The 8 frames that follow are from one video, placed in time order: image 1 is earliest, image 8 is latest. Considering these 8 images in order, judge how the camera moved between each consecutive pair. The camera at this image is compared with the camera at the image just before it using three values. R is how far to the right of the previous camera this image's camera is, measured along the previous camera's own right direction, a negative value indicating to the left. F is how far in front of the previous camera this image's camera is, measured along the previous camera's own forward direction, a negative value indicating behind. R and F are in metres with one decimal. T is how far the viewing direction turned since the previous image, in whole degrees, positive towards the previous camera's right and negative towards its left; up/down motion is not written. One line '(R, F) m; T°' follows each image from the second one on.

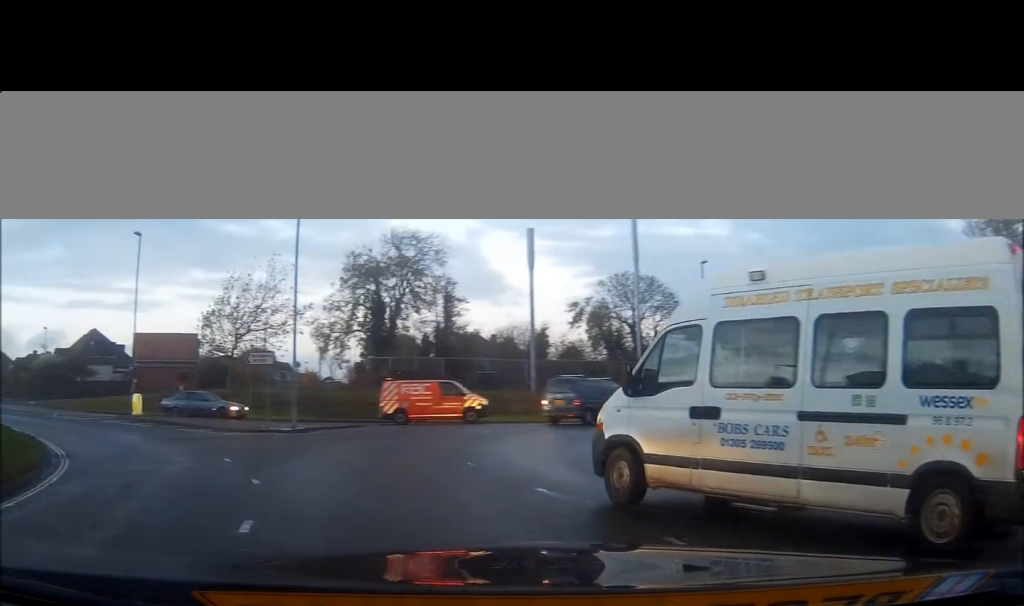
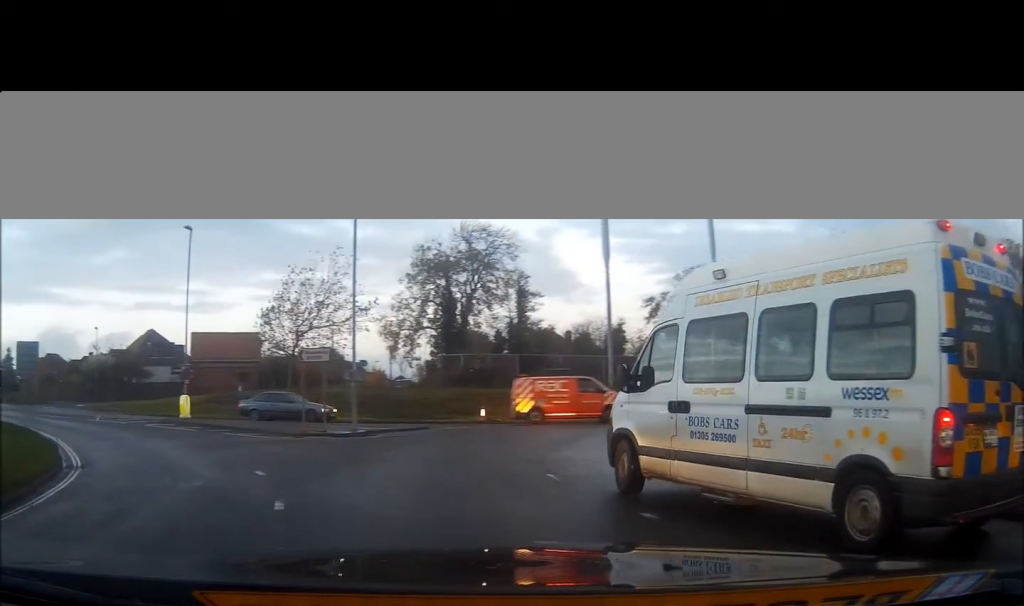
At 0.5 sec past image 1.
(-0.1, +2.1) m; -3°
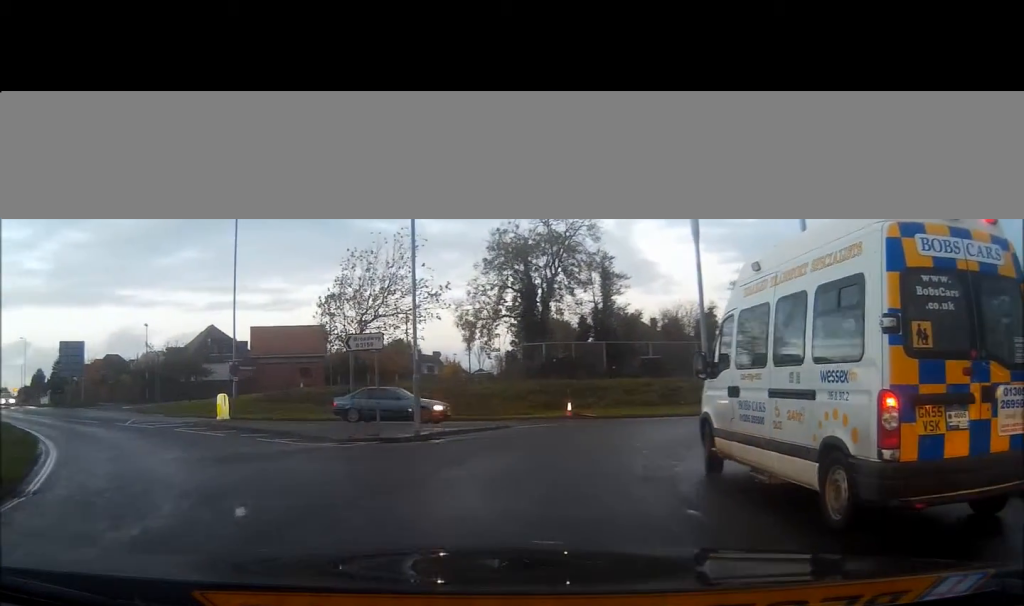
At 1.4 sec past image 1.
(-0.2, +3.7) m; -4°
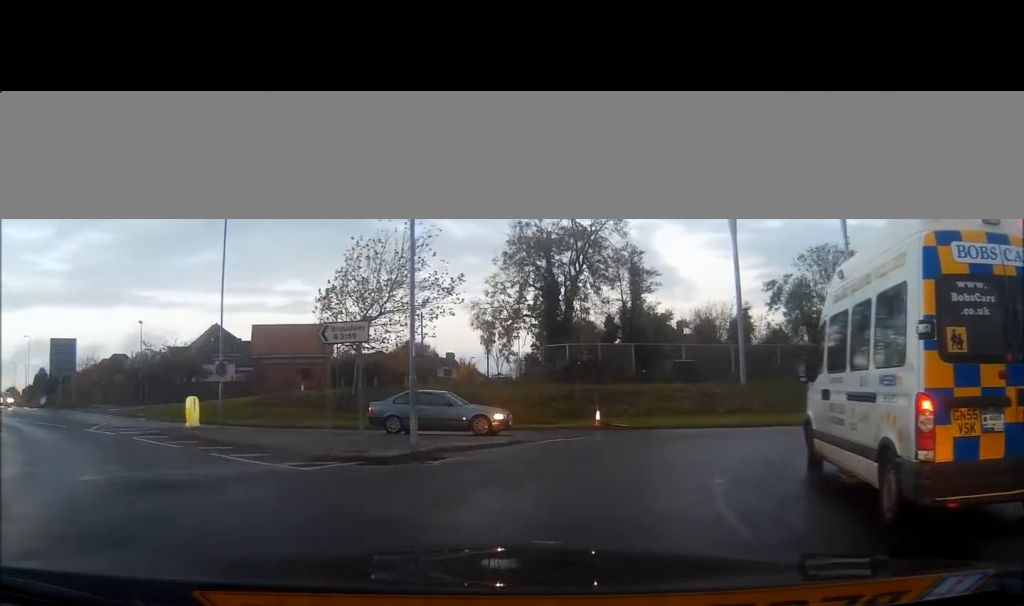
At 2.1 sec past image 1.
(-0.1, +3.7) m; 0°
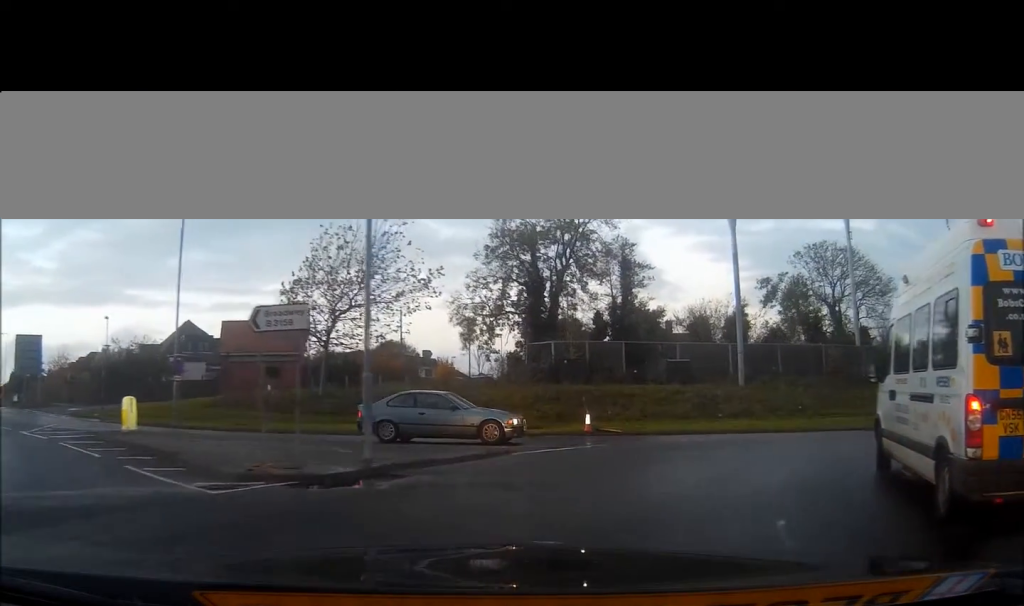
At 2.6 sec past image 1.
(+0.1, +2.8) m; +3°
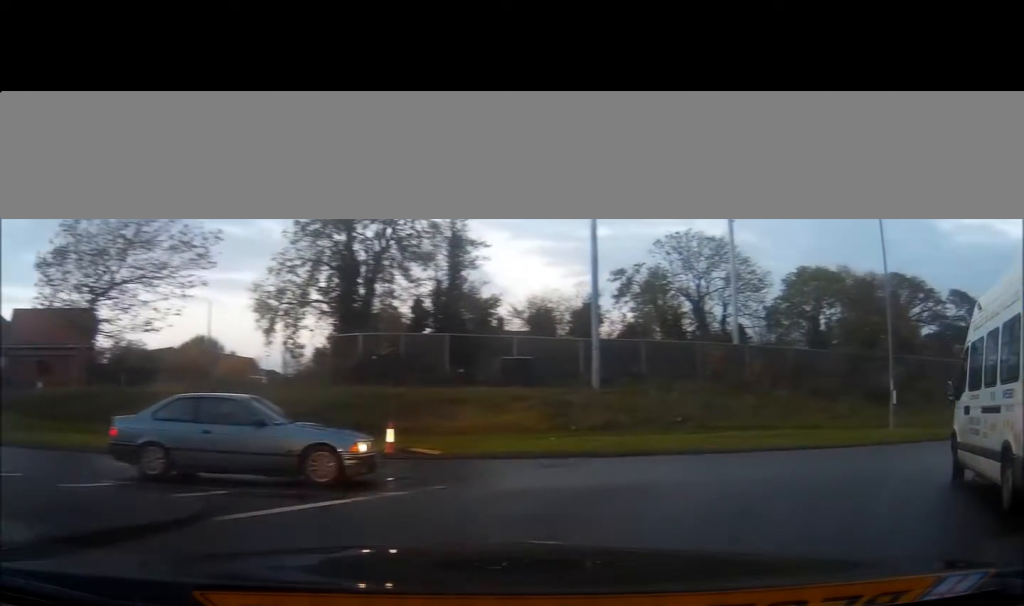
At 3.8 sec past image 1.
(+0.6, +7.4) m; +13°
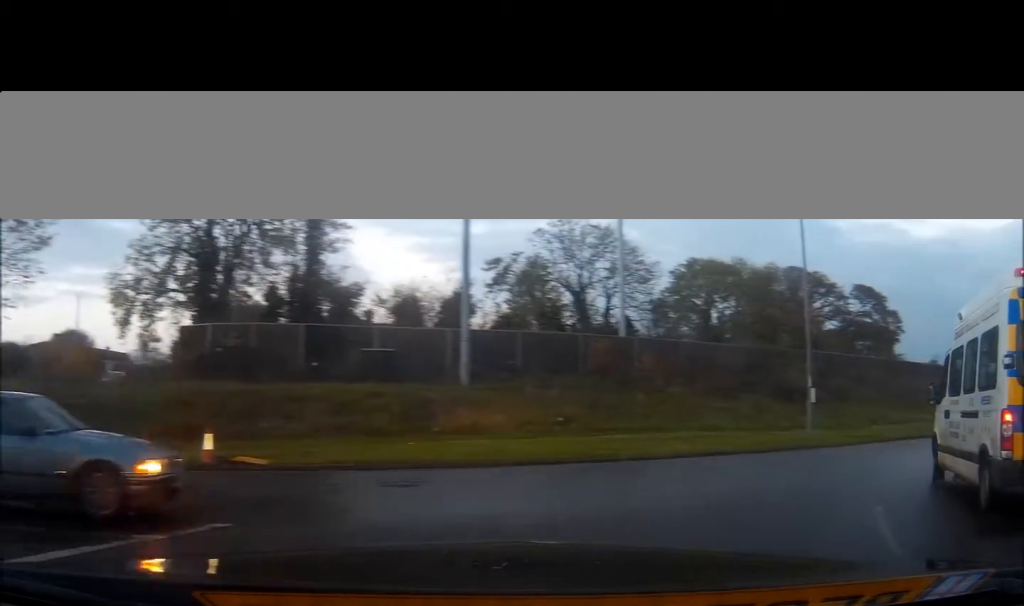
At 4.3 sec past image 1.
(+0.1, +3.3) m; +7°
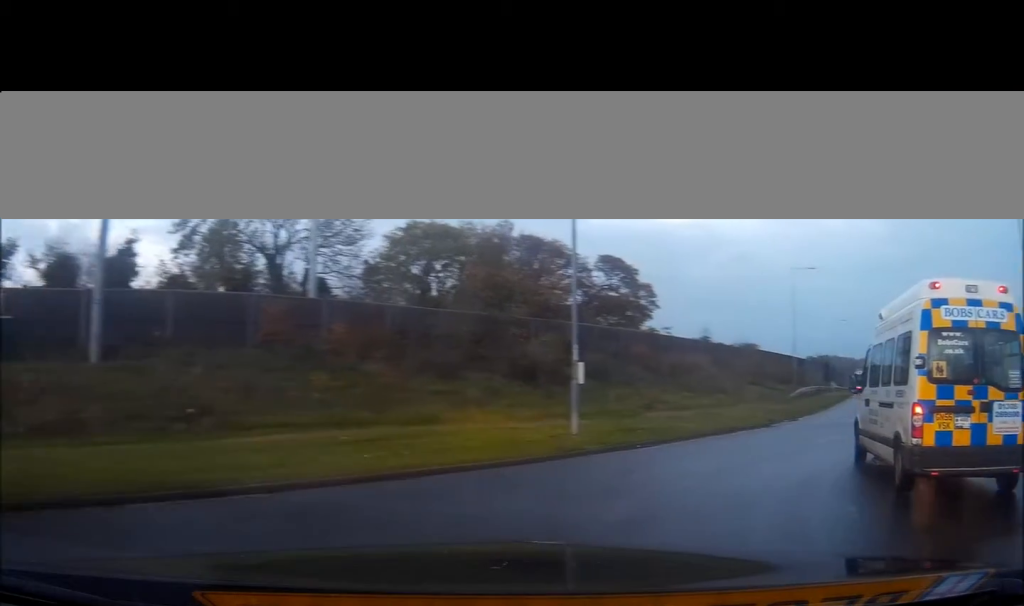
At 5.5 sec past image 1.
(+1.6, +8.4) m; +19°
